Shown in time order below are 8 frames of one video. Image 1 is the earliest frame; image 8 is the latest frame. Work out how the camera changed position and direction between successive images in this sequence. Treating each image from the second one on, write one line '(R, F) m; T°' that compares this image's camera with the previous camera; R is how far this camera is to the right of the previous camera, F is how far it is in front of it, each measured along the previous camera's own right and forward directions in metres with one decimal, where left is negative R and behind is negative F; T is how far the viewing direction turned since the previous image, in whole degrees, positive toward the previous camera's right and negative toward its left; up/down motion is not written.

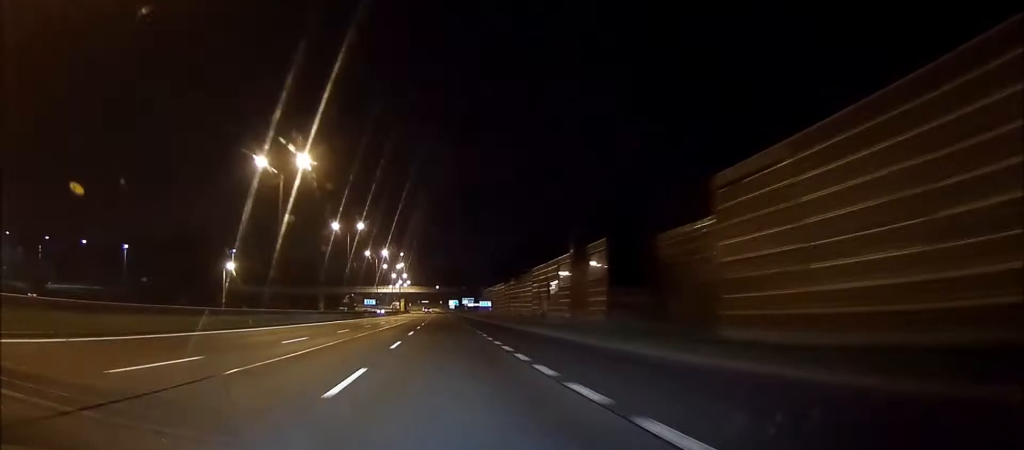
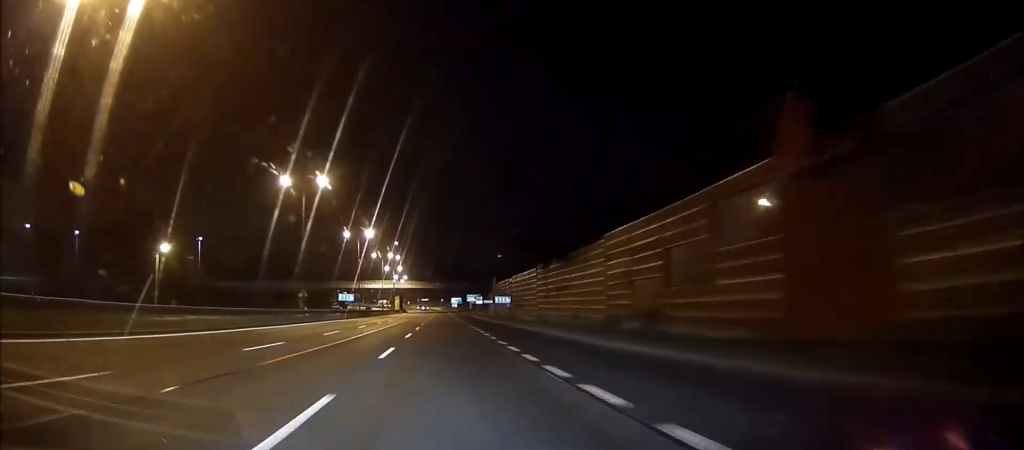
(0.0, +28.9) m; 0°
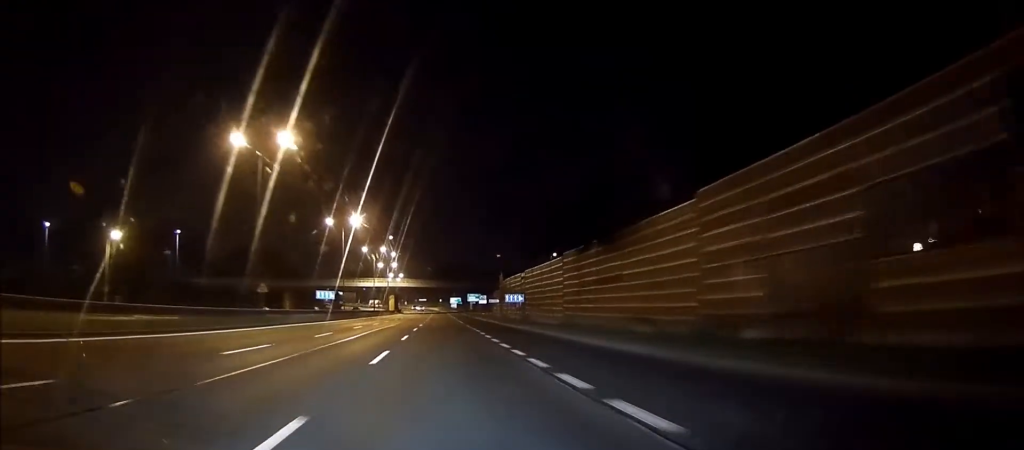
(0.0, +14.0) m; 0°
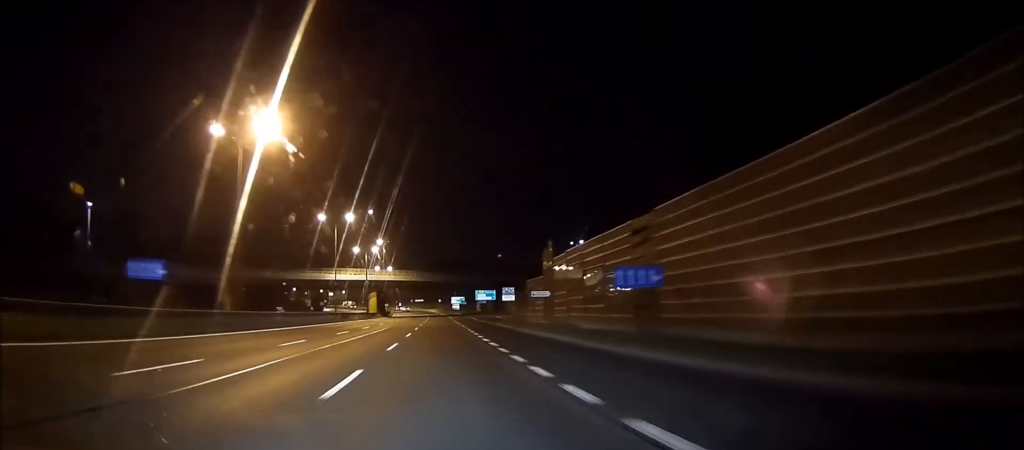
(0.0, +42.1) m; 0°
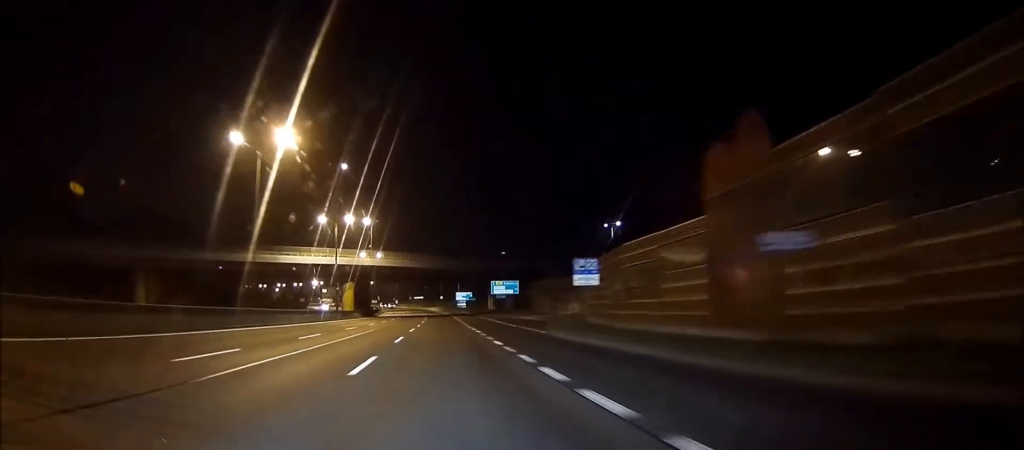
(-0.1, +33.6) m; 0°
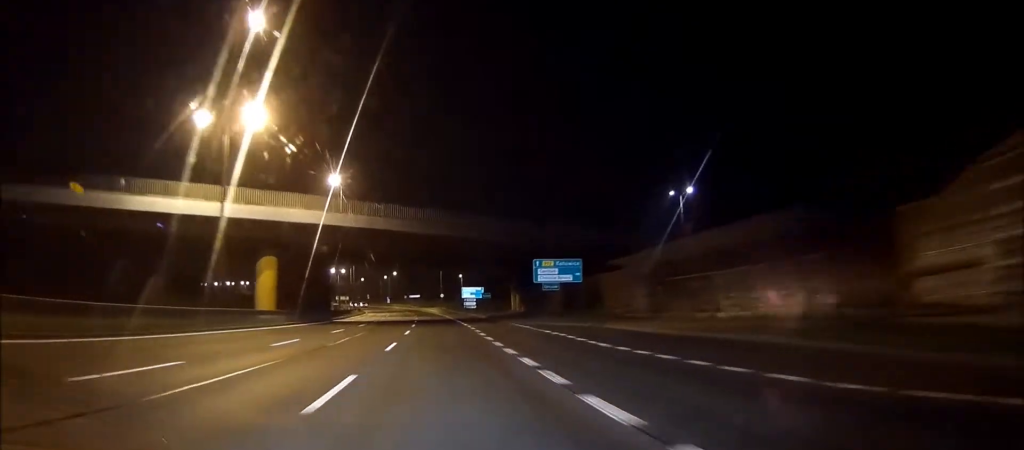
(-0.2, +39.7) m; -1°
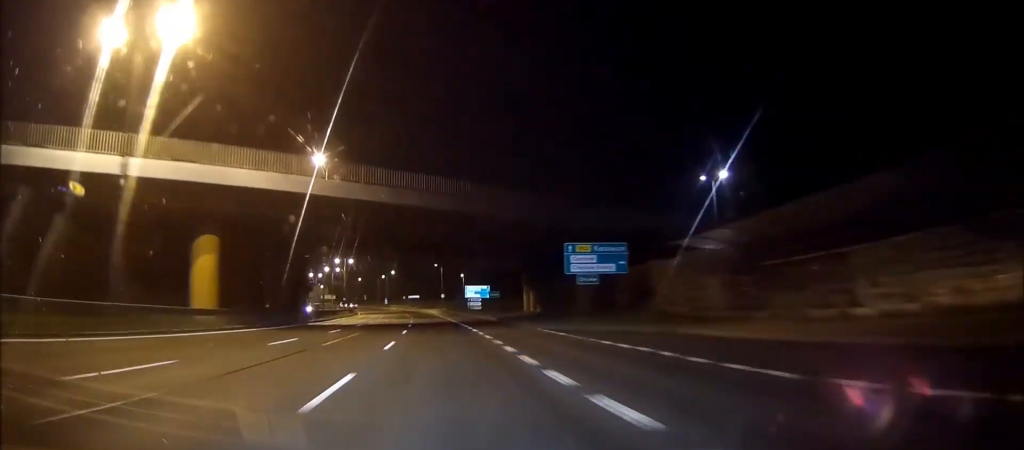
(0.0, +11.9) m; -1°
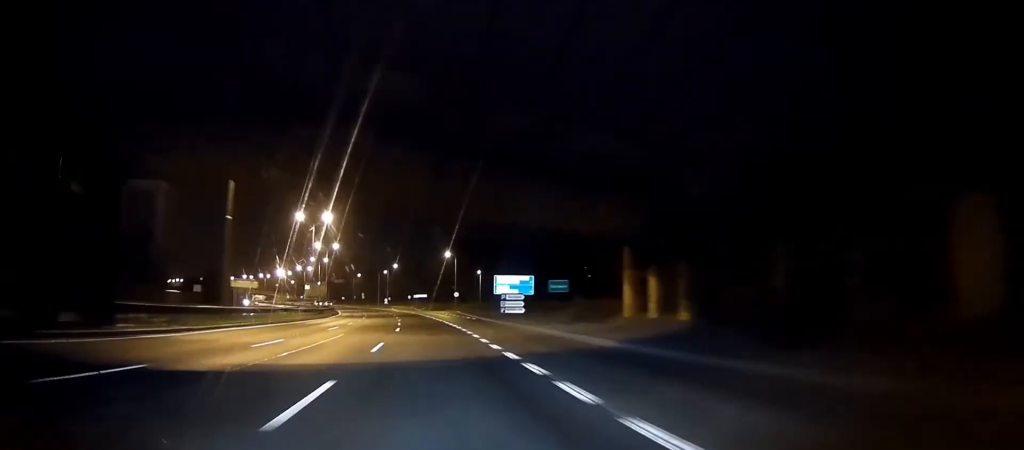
(-0.8, +36.4) m; -3°
